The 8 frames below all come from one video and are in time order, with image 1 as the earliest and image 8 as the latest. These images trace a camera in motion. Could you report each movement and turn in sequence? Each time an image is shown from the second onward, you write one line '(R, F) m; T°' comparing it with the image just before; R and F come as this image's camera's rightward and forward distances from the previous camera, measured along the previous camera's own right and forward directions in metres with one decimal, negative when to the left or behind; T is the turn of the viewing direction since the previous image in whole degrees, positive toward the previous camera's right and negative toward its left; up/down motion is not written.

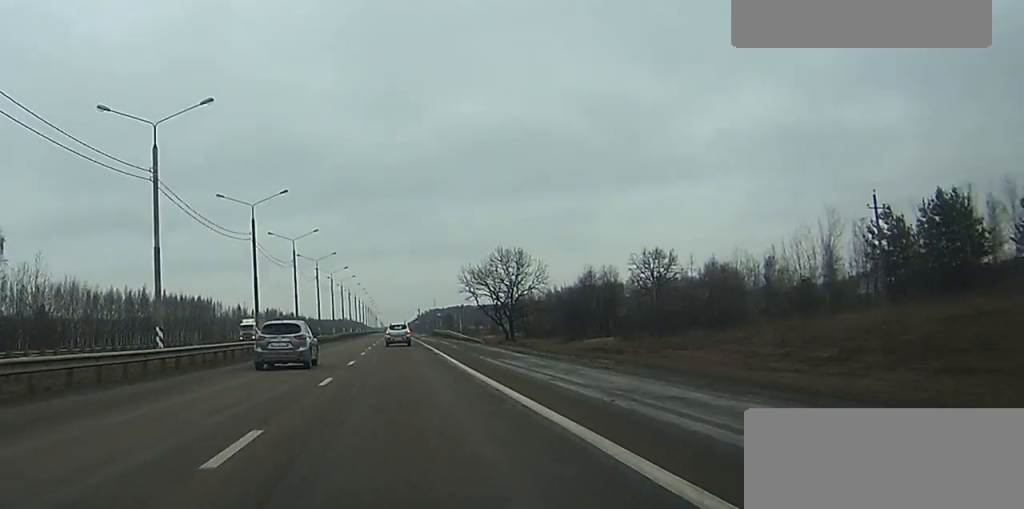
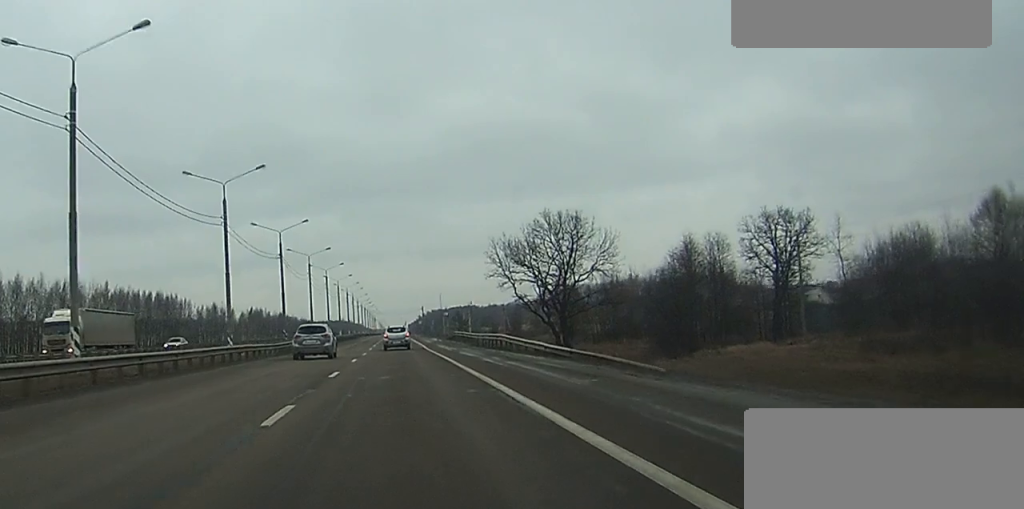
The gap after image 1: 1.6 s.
(-0.9, +44.6) m; 0°
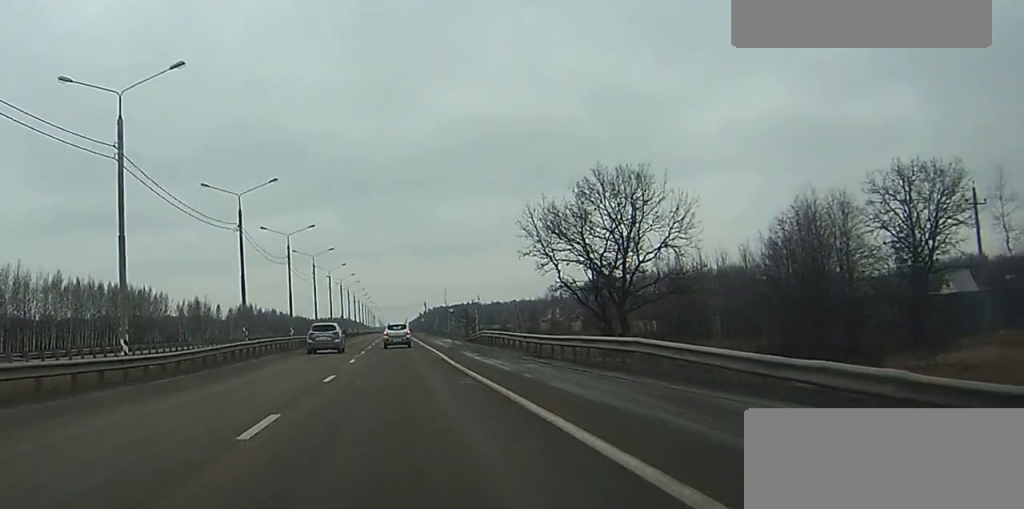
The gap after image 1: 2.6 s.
(+0.7, +25.7) m; +1°
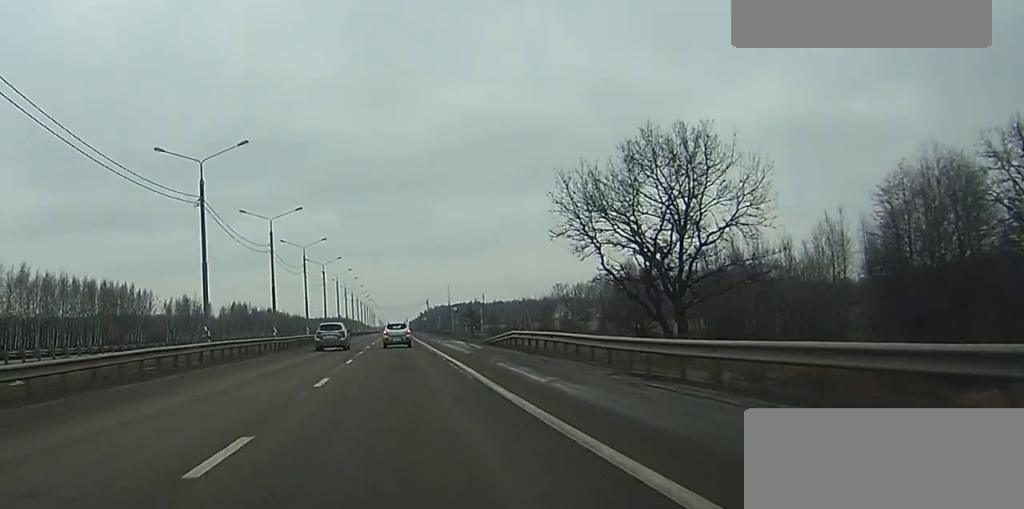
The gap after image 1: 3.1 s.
(+0.2, +14.7) m; 0°
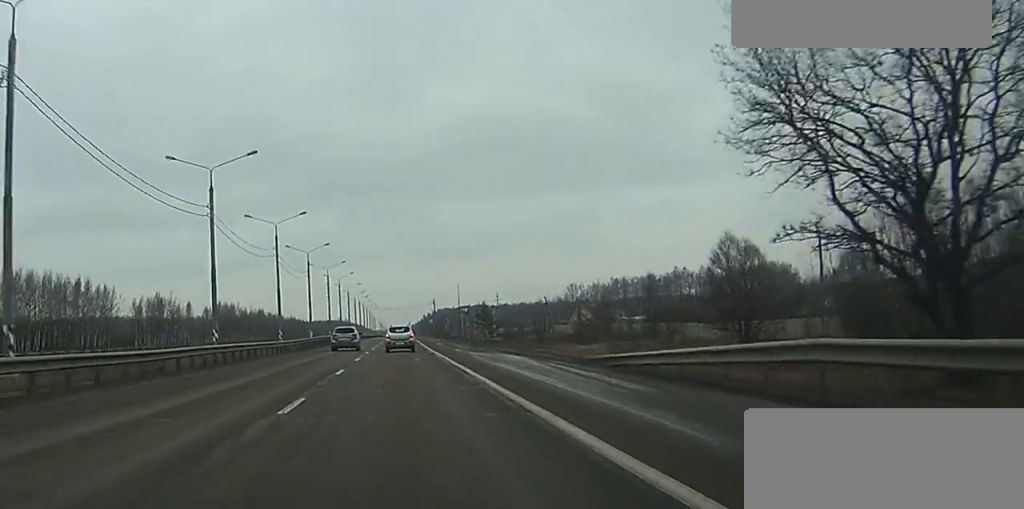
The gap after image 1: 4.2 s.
(-0.6, +30.4) m; -1°
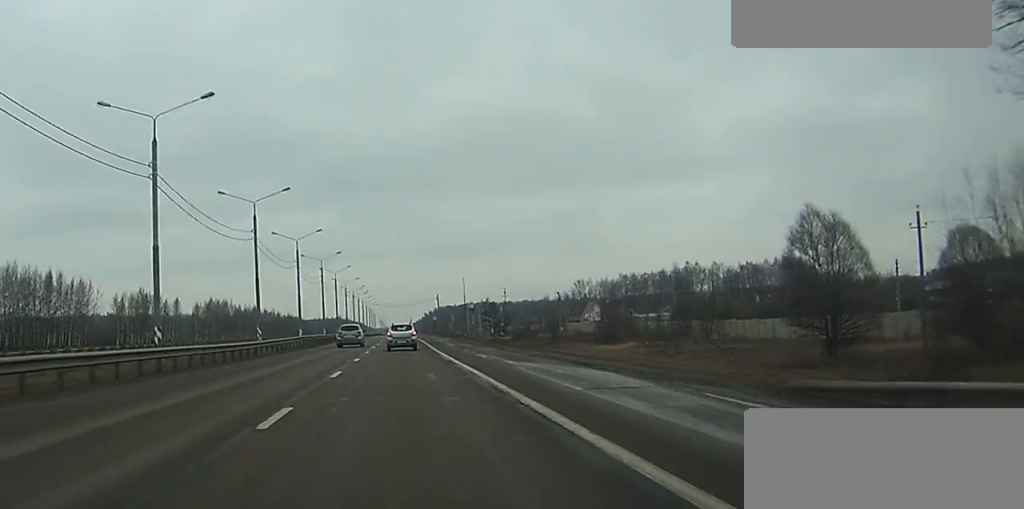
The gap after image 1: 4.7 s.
(0.0, +14.7) m; 0°
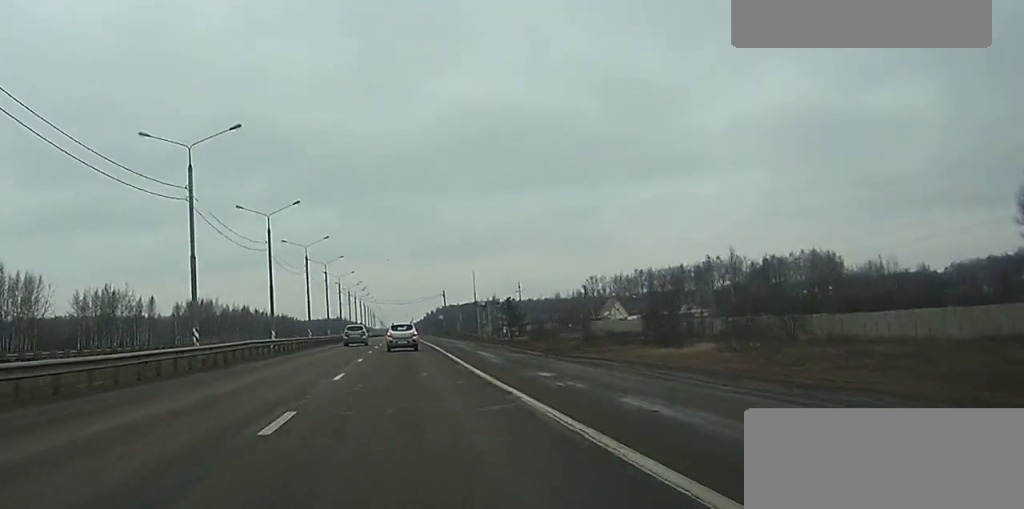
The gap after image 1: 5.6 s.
(0.0, +24.7) m; 0°
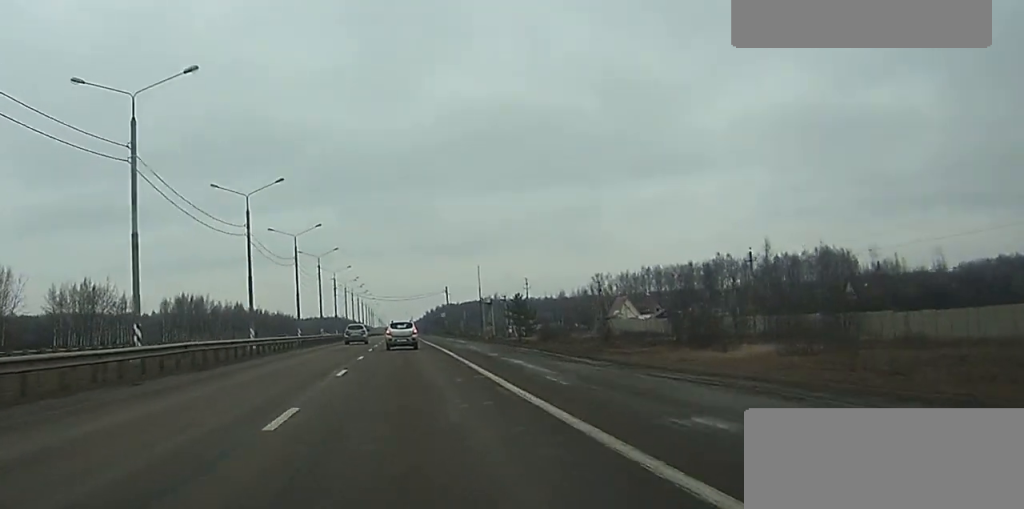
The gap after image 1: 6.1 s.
(0.0, +11.8) m; 0°
